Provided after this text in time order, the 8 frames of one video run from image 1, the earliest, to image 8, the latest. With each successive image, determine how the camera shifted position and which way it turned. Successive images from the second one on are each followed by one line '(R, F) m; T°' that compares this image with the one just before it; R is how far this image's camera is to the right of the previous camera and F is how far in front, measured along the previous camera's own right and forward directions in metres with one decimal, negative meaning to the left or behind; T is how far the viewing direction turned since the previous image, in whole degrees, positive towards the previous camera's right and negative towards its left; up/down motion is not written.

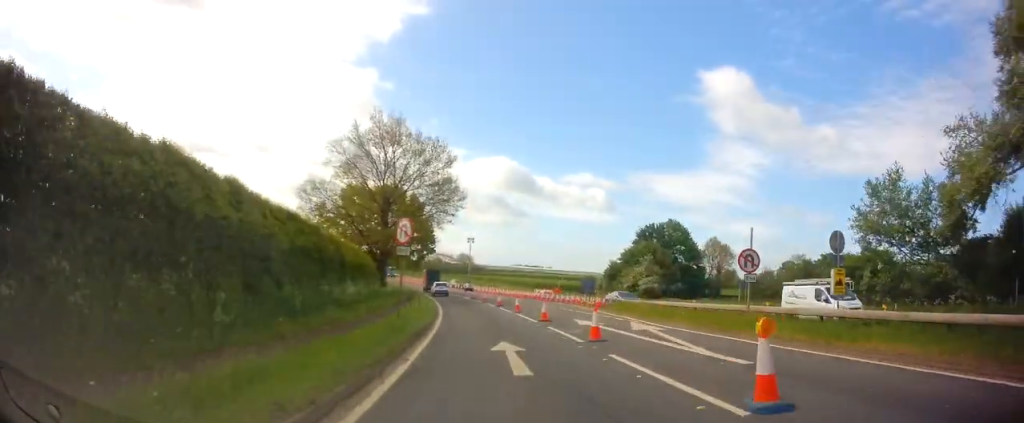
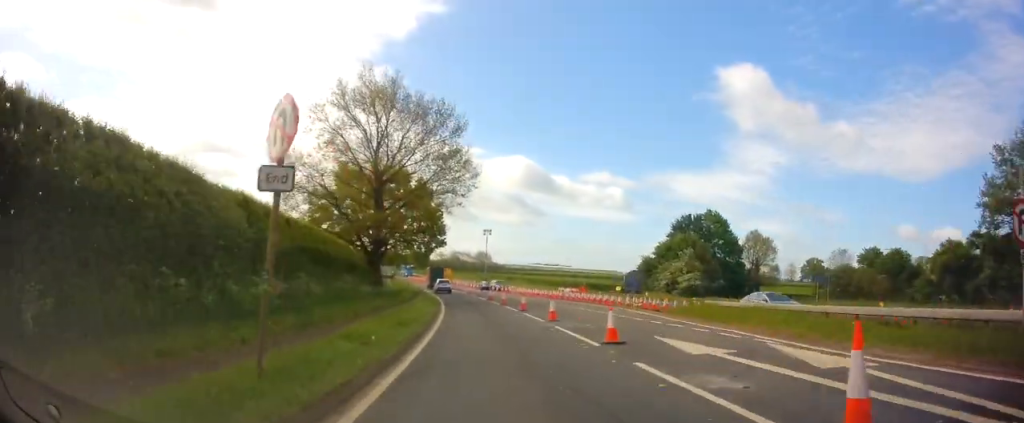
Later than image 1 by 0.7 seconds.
(-0.3, +10.3) m; -3°
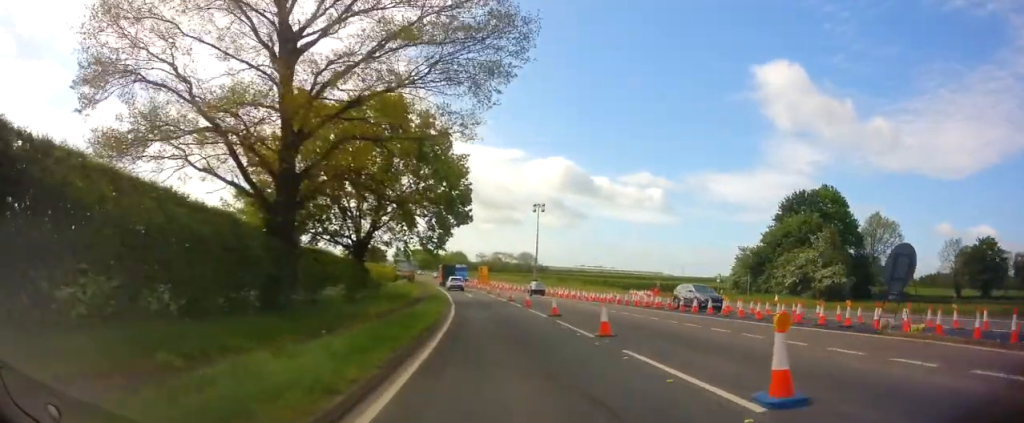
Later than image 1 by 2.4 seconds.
(-1.2, +24.3) m; -4°
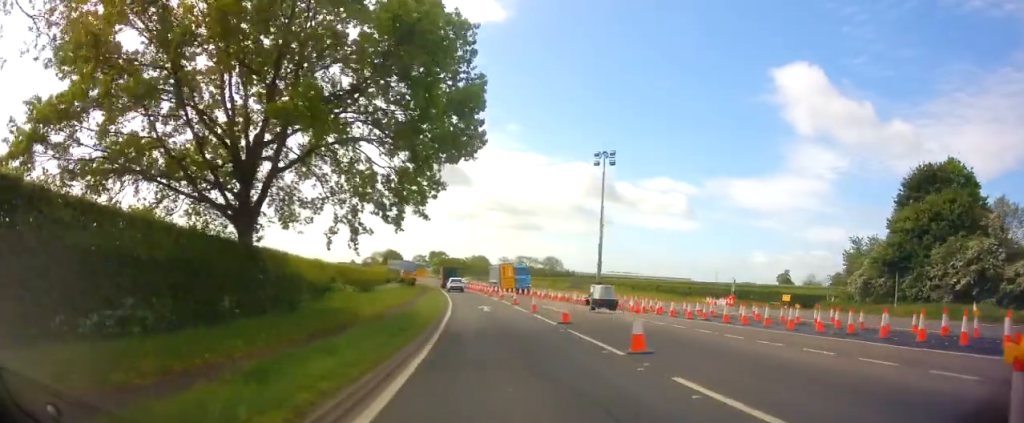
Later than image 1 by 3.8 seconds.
(-0.3, +20.5) m; -2°
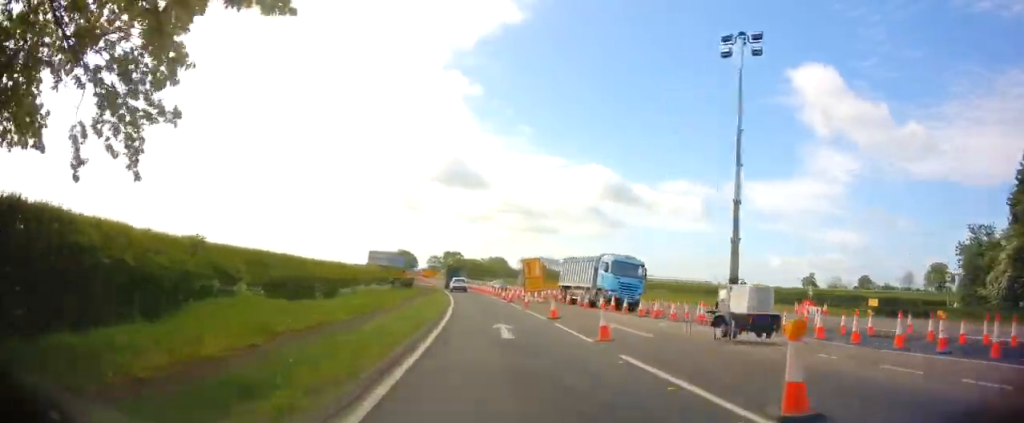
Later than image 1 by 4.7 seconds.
(-0.1, +14.3) m; -2°
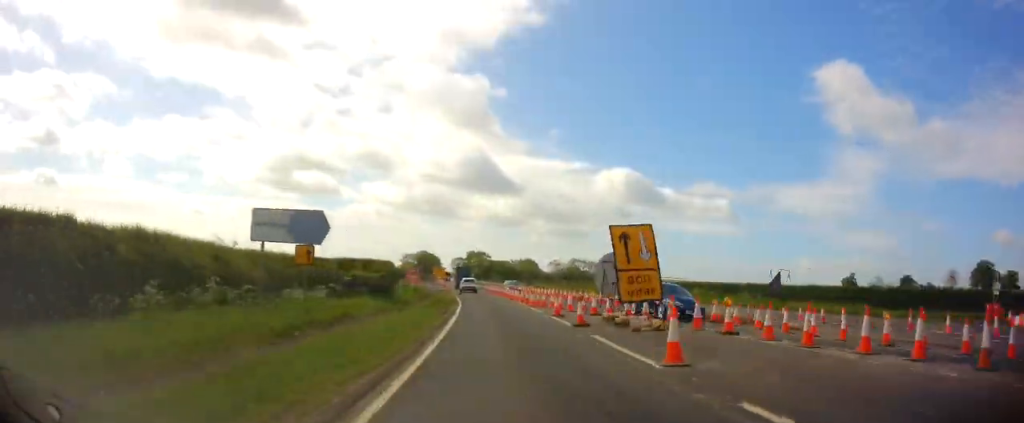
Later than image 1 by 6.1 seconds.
(-0.7, +22.0) m; -3°
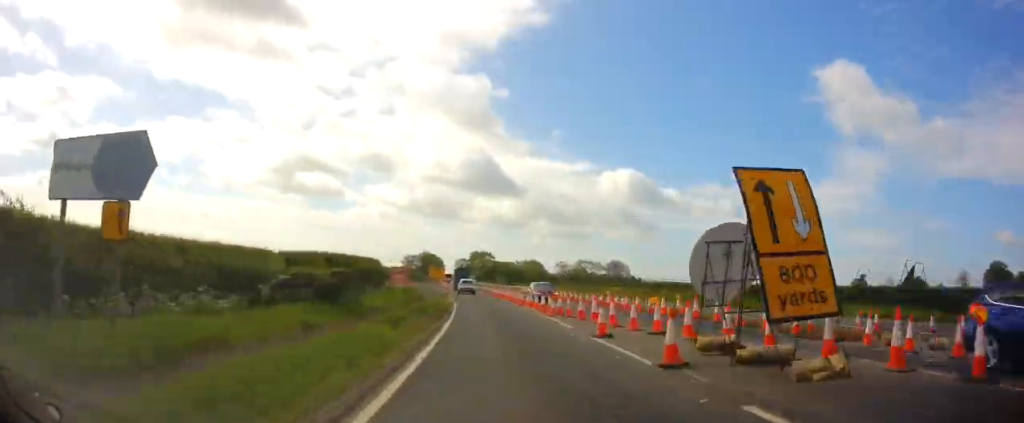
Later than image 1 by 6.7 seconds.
(-0.1, +8.7) m; 0°
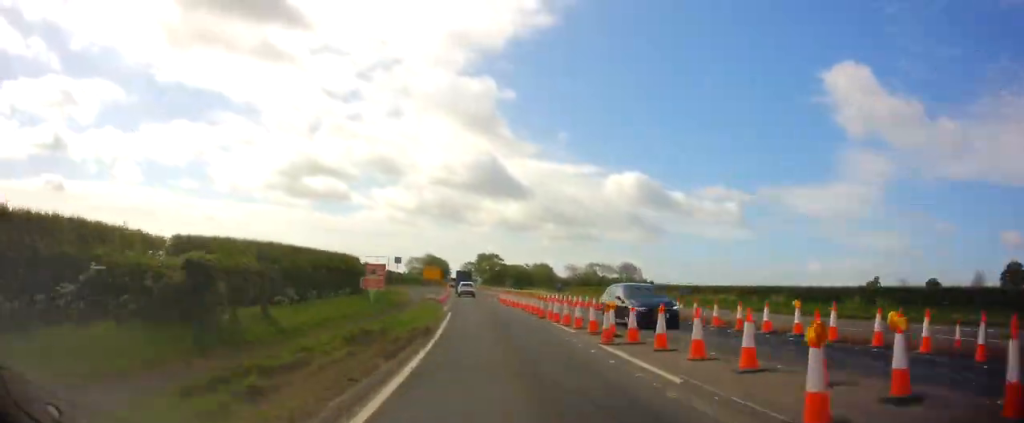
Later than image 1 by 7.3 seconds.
(0.0, +9.6) m; 0°
